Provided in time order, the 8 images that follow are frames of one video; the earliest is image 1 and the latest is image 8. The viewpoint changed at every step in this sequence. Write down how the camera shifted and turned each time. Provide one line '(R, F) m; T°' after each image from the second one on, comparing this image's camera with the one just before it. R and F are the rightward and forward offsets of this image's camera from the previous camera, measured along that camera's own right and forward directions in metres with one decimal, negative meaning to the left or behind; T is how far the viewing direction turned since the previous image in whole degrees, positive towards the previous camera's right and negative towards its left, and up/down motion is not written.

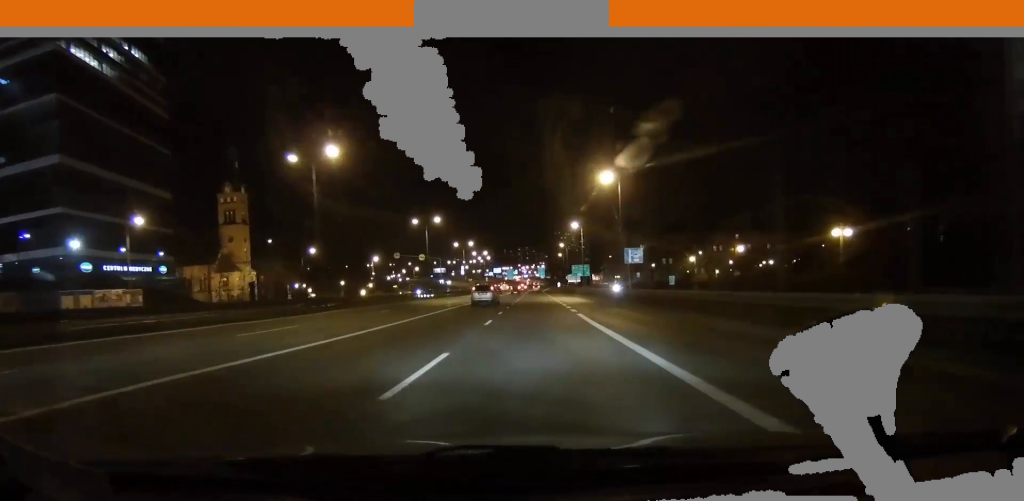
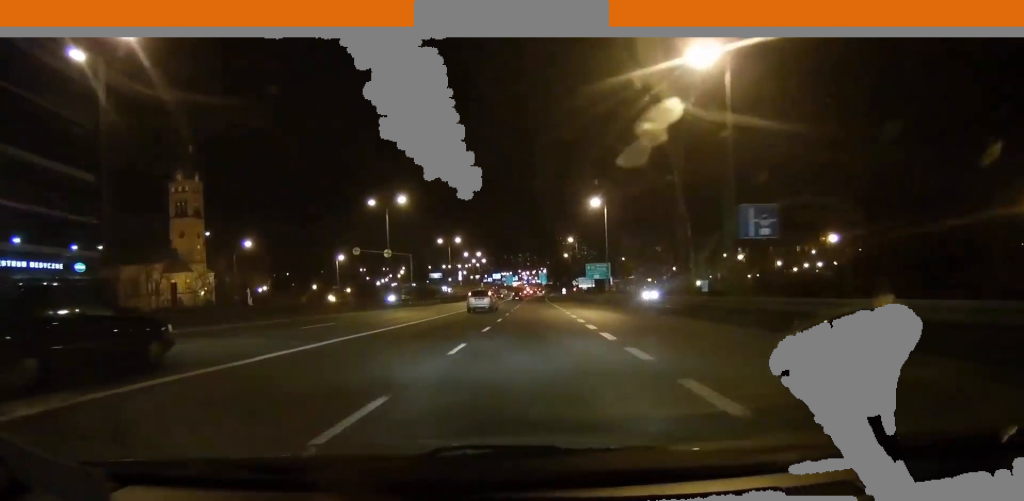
(-0.3, +19.8) m; -1°
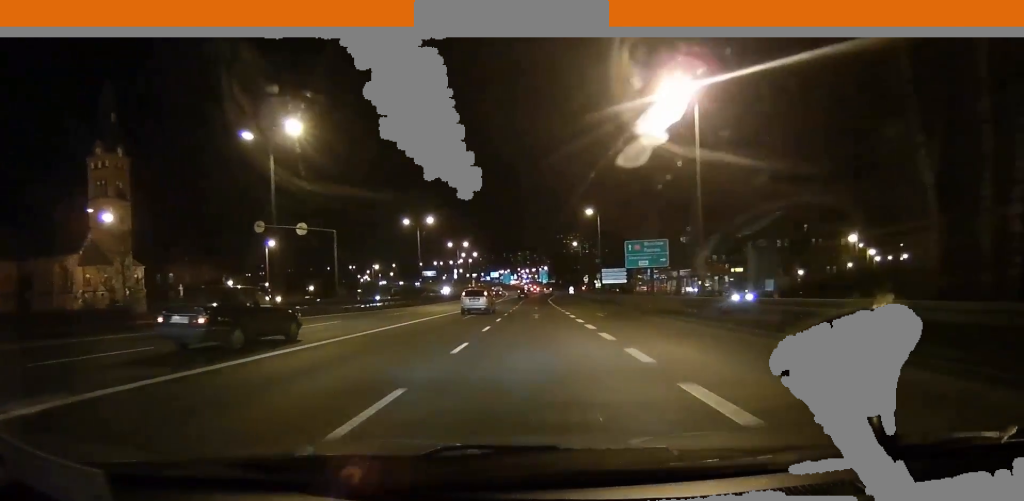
(+0.3, +24.2) m; +4°
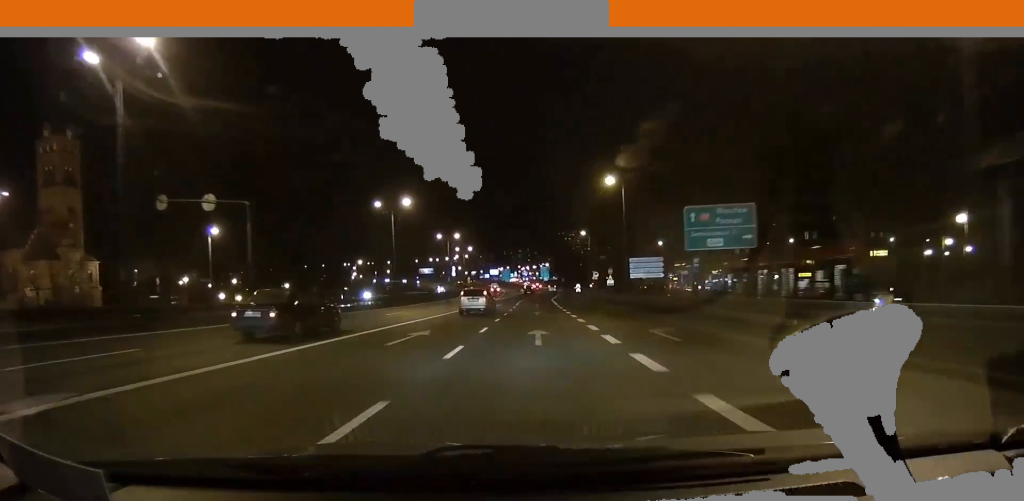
(+0.9, +12.7) m; 0°
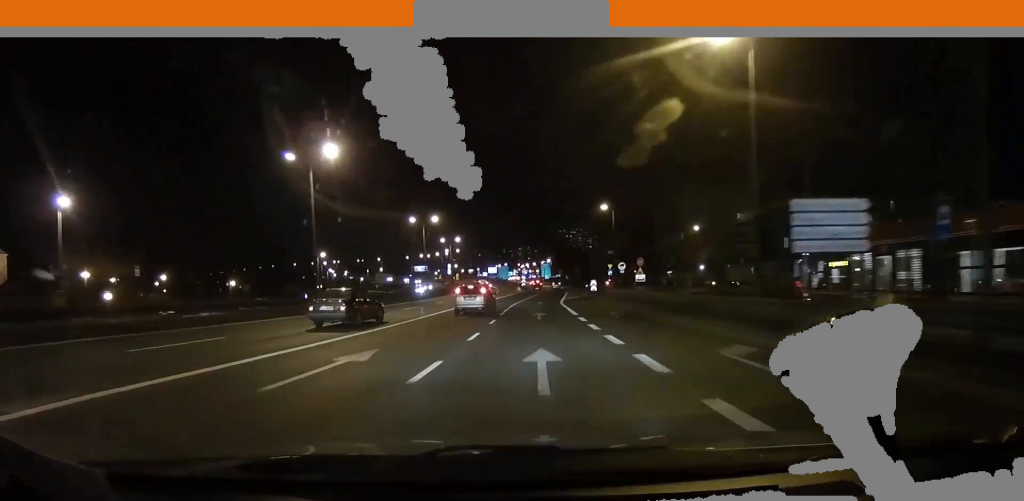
(-0.9, +20.8) m; -4°
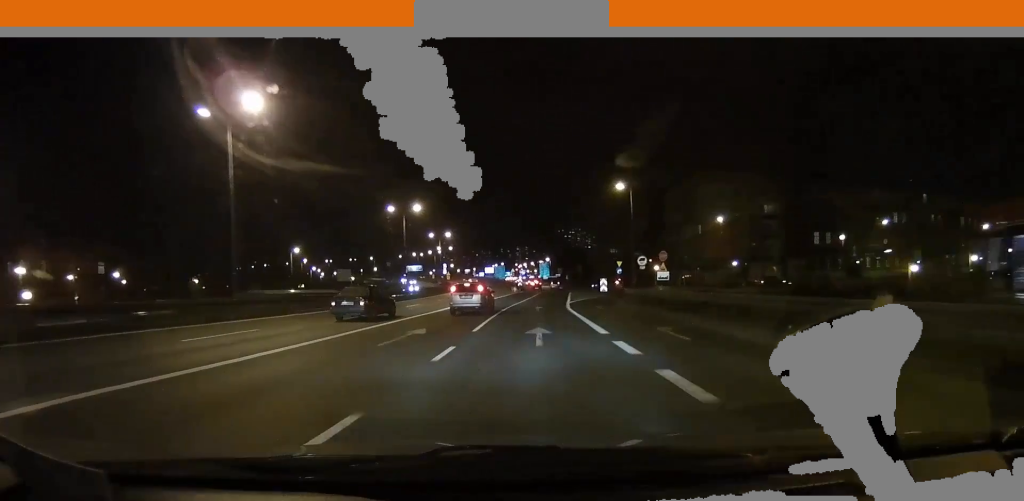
(-0.1, +10.0) m; 0°
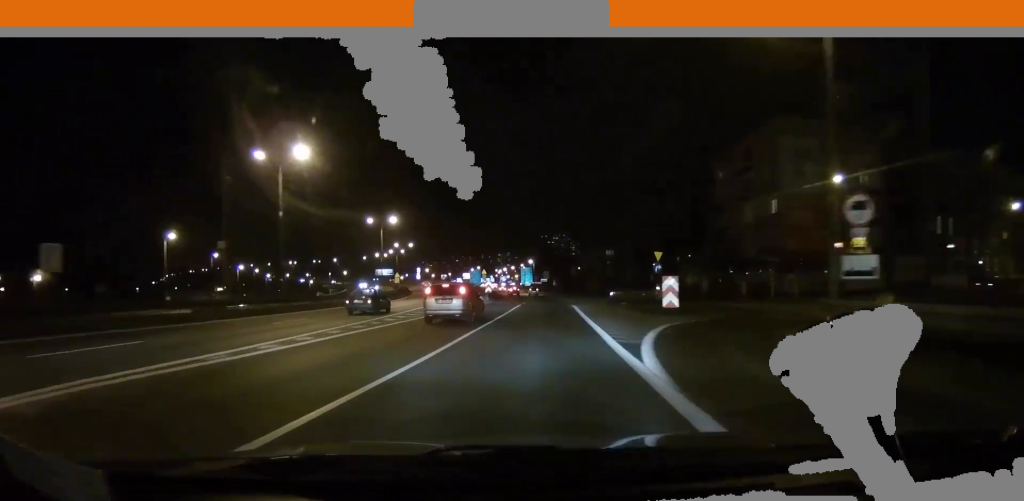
(+0.5, +27.8) m; +4°
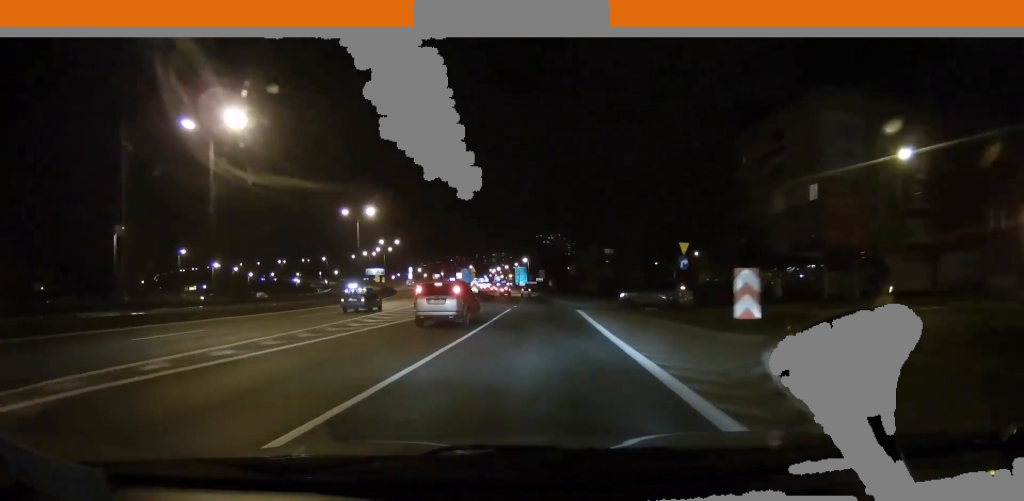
(+0.3, +8.0) m; 0°
